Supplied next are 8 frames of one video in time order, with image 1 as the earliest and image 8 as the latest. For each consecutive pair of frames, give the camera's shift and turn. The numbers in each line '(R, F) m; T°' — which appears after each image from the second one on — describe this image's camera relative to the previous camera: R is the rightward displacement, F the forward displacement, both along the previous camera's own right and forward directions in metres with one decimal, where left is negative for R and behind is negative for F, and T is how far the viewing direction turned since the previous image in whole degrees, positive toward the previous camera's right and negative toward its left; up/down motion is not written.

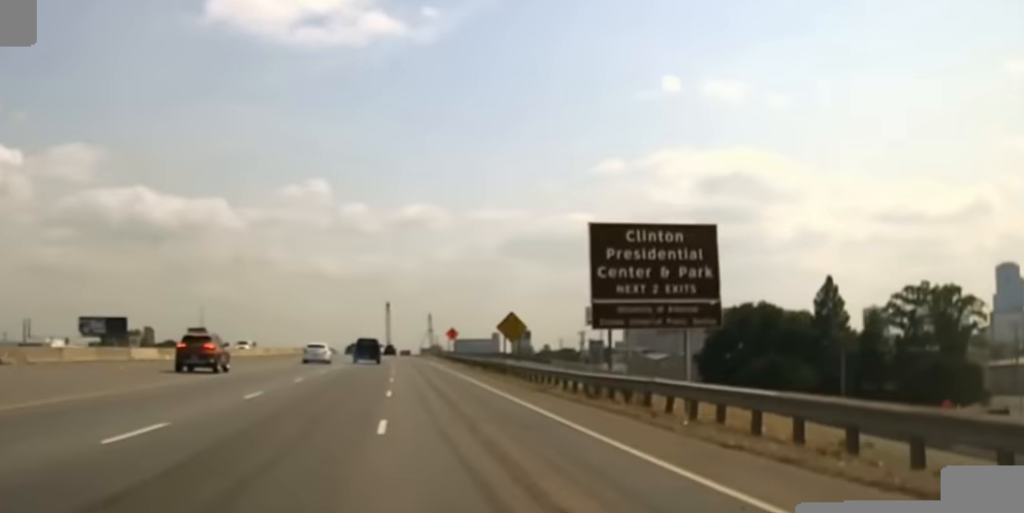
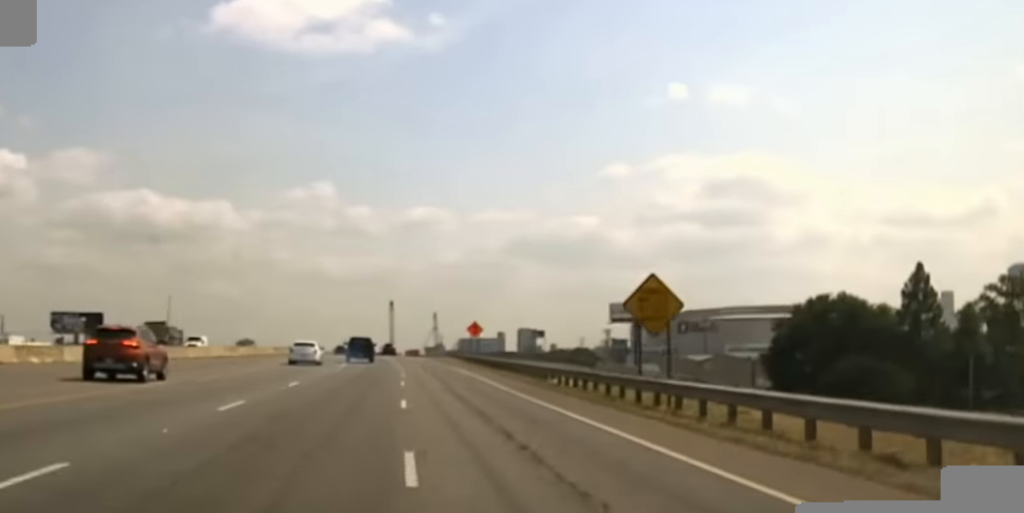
(0.0, +27.8) m; 0°
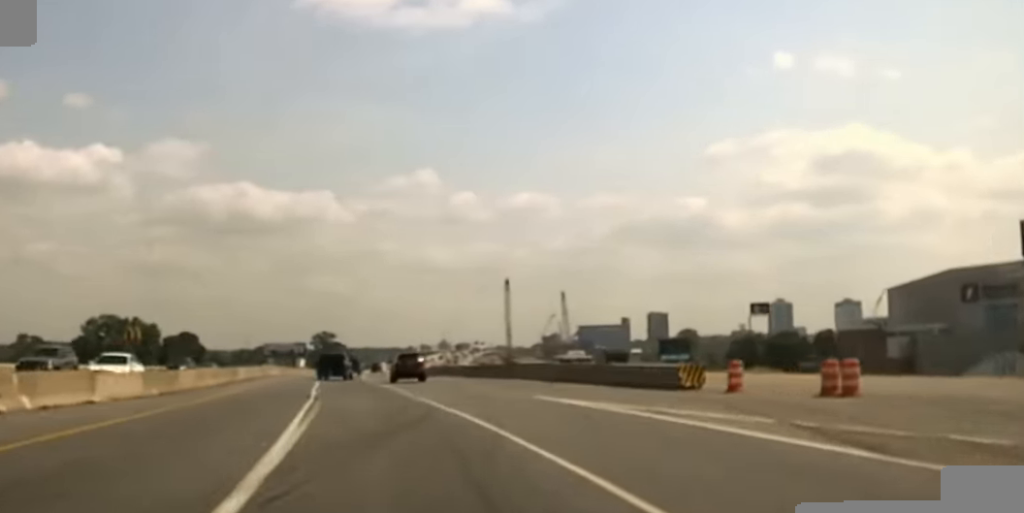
(-8.6, +168.3) m; -7°
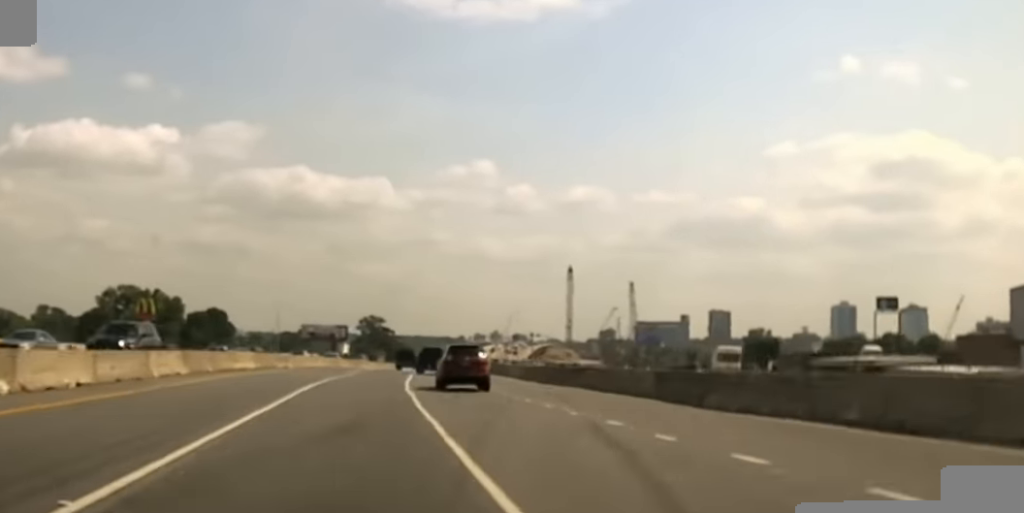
(-1.0, +46.5) m; 0°
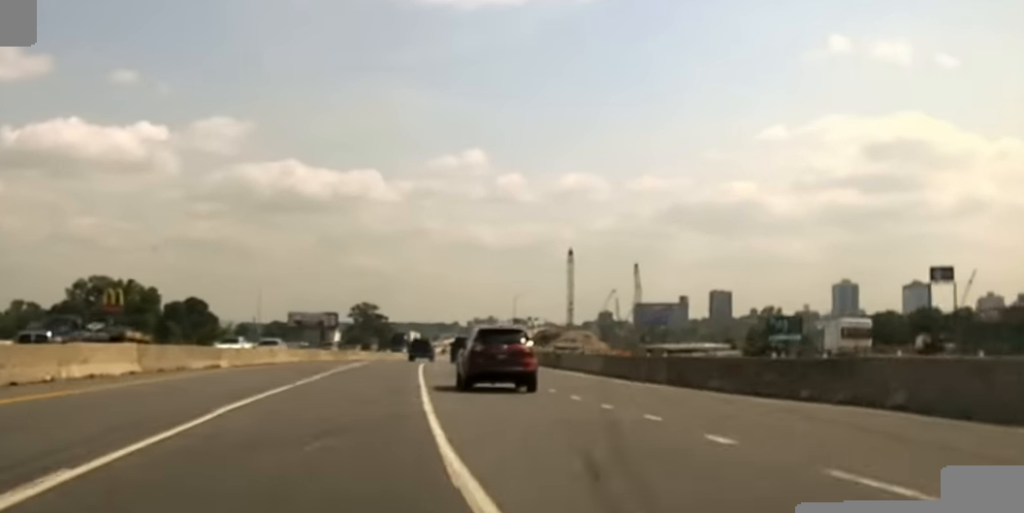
(-0.6, +25.0) m; +2°
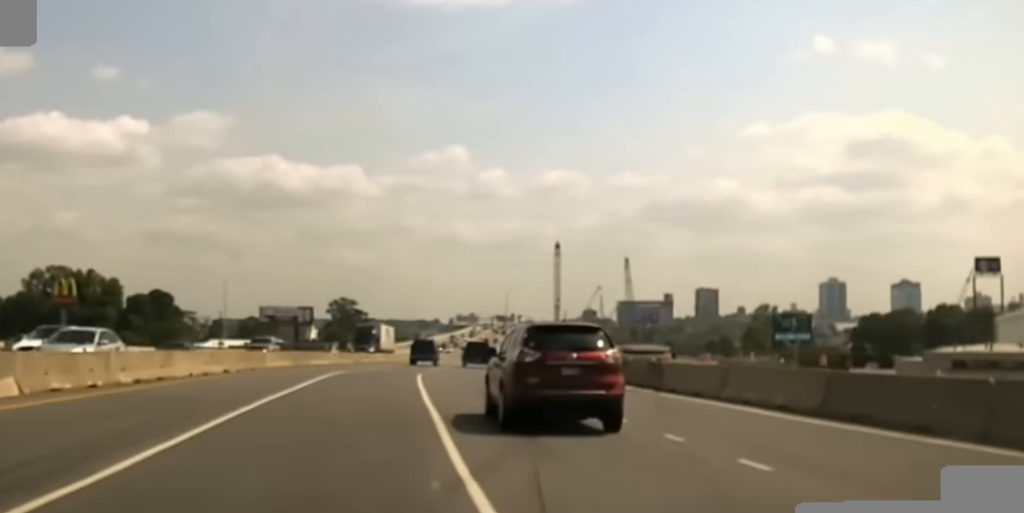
(+1.5, +28.0) m; +2°
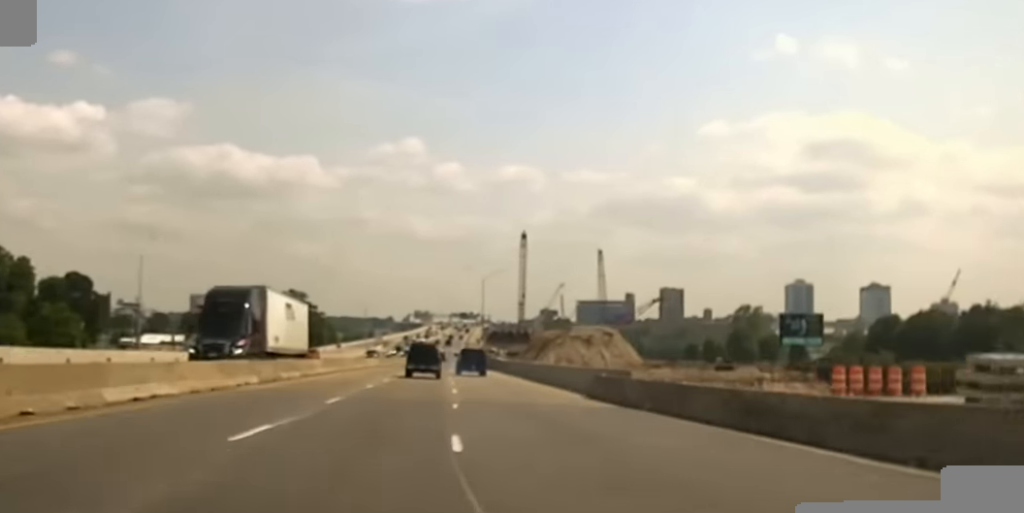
(+0.8, +38.4) m; +1°
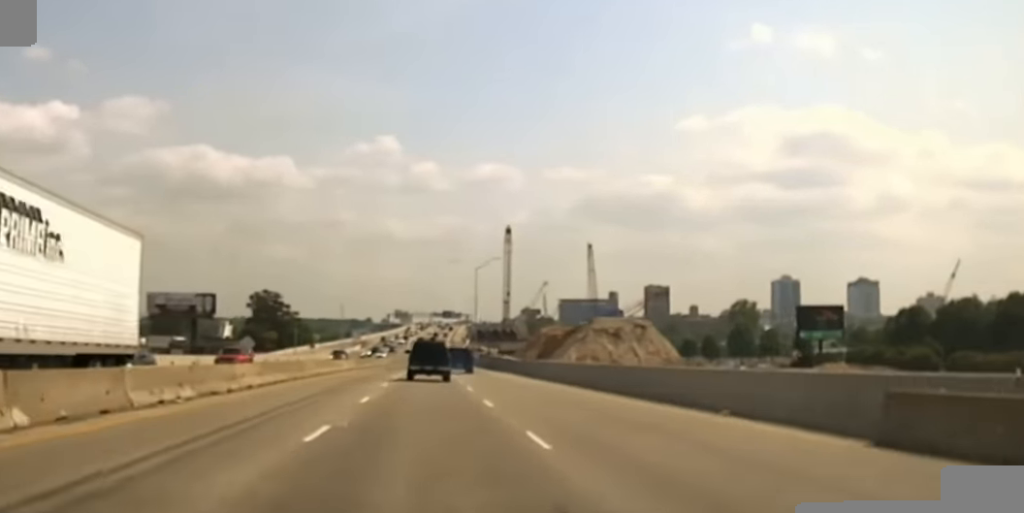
(0.0, +25.1) m; 0°
